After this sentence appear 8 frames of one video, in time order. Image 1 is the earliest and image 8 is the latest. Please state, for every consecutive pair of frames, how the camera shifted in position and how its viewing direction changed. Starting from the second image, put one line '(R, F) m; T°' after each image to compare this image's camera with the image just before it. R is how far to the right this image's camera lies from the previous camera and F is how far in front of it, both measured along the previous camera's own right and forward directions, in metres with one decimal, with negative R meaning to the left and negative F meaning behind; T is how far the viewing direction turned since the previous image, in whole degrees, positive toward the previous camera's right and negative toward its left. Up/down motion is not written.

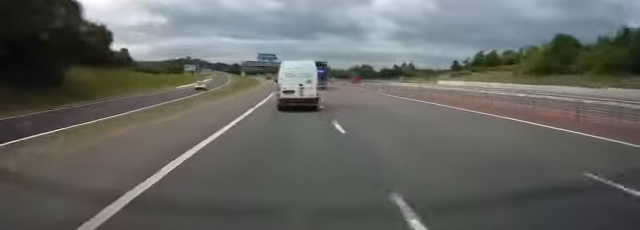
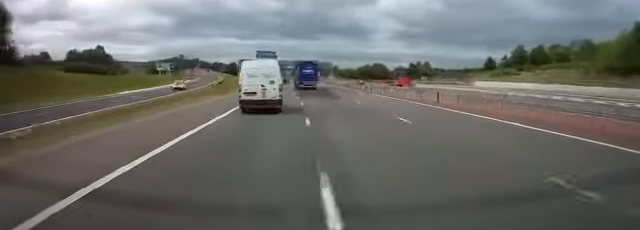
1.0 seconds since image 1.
(-0.2, +24.9) m; 0°
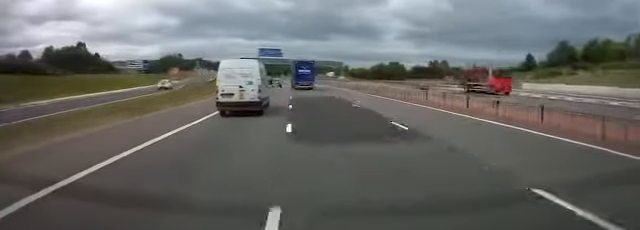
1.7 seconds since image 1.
(-0.2, +18.8) m; +1°
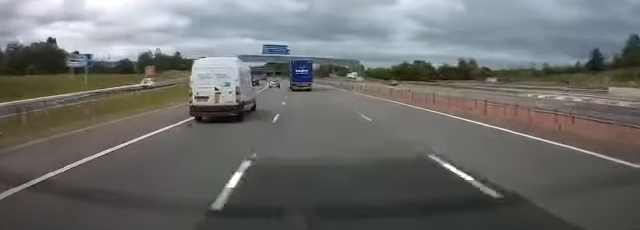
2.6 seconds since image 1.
(+0.7, +23.0) m; 0°
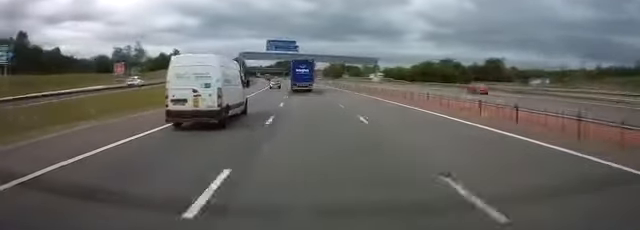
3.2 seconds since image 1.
(-0.5, +18.2) m; -2°
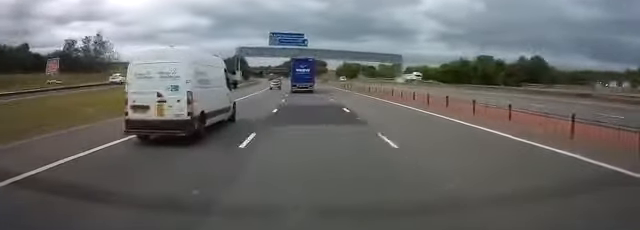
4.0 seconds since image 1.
(-0.4, +21.7) m; -2°
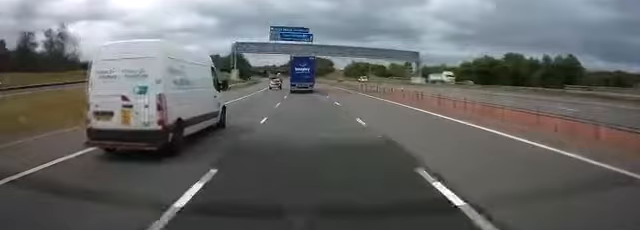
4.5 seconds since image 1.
(0.0, +13.2) m; -1°
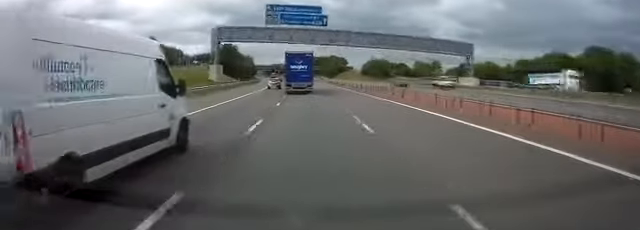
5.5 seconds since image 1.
(-0.5, +27.8) m; -3°
